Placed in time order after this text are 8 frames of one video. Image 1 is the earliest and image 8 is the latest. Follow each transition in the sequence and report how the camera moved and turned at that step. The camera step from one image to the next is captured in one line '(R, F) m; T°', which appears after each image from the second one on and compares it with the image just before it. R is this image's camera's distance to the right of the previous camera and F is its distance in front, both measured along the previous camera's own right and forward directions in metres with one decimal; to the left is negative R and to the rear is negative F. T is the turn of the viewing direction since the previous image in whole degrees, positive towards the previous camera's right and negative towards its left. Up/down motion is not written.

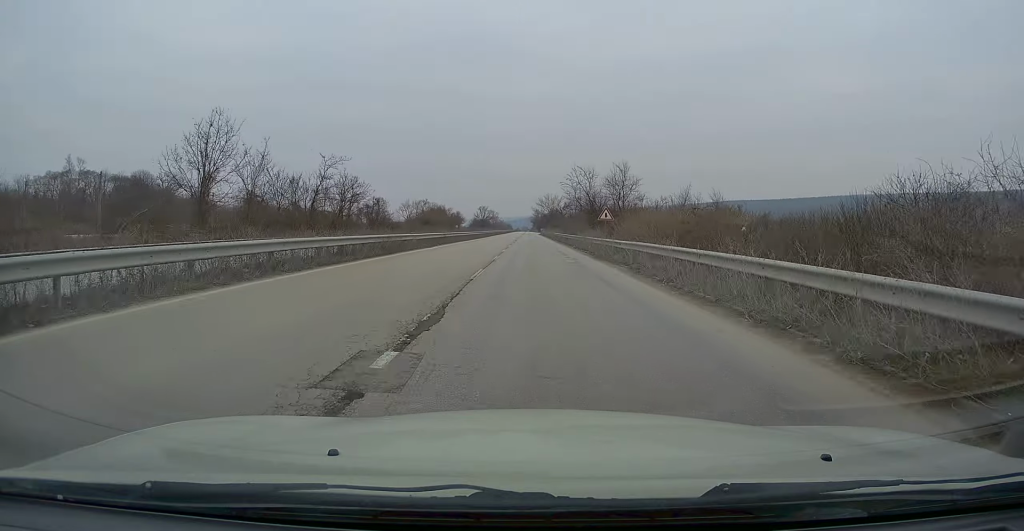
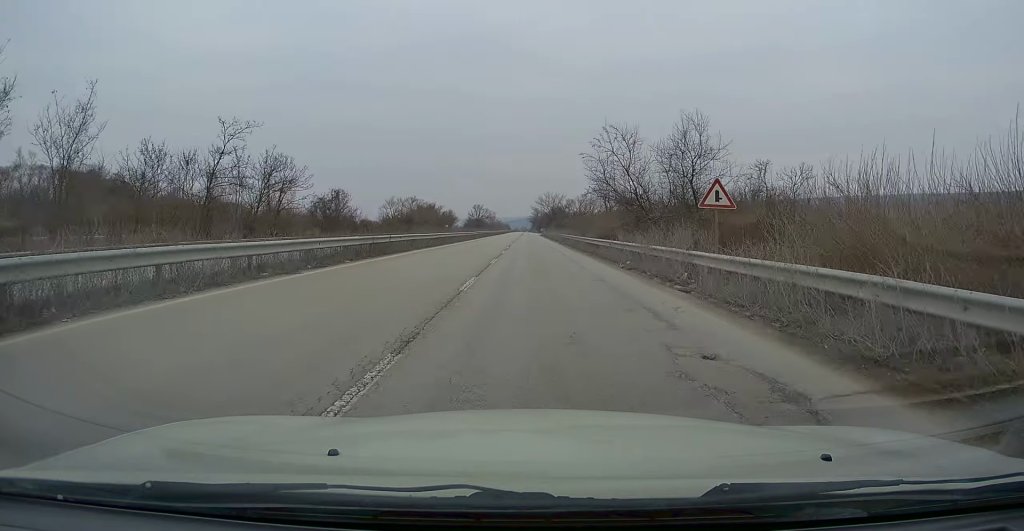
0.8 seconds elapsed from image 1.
(-0.1, +20.2) m; -1°
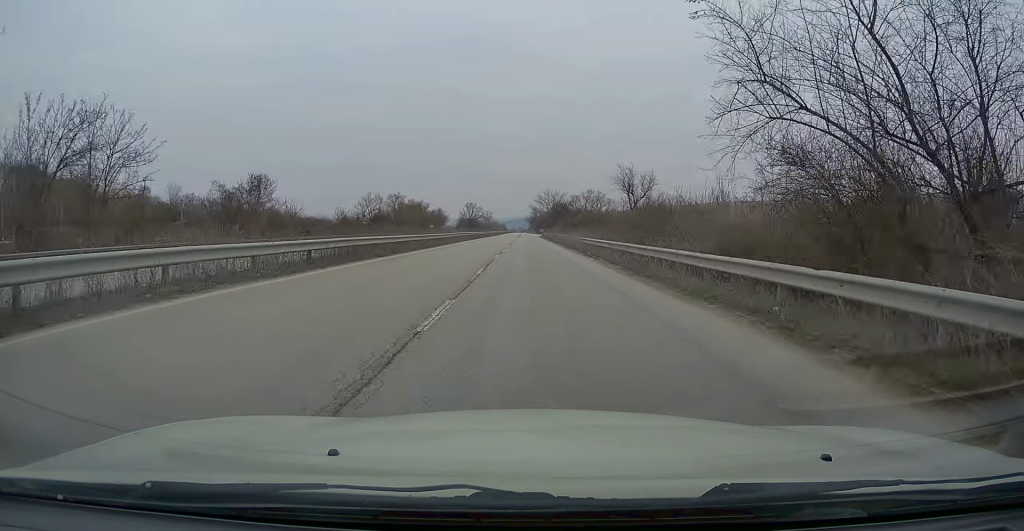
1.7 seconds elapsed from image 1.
(-0.1, +22.6) m; 0°
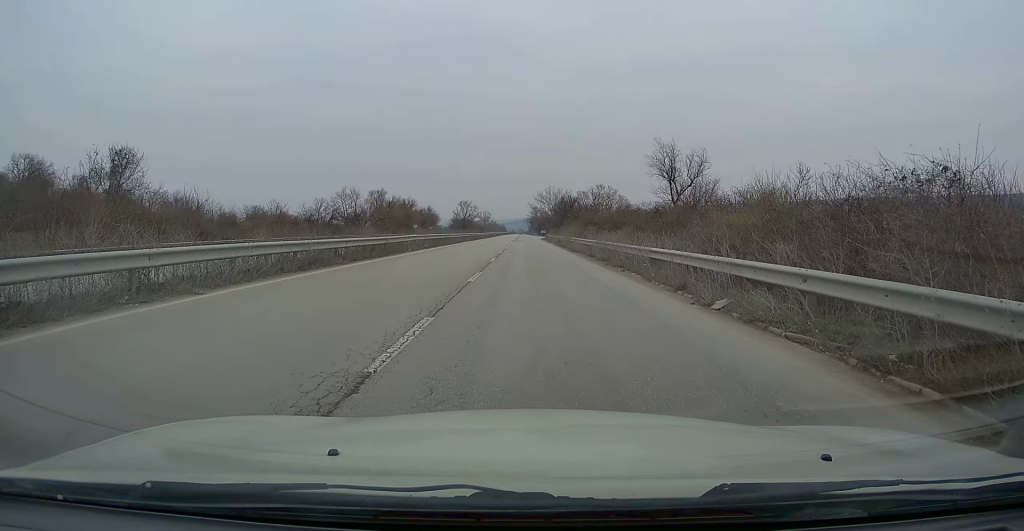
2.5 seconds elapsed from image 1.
(+0.1, +20.0) m; +1°
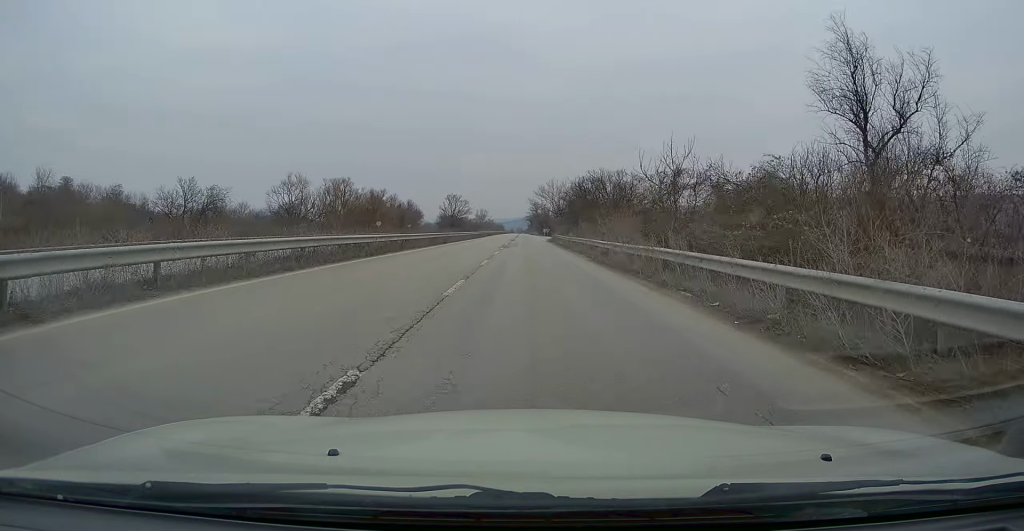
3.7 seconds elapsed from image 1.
(+0.4, +29.2) m; 0°
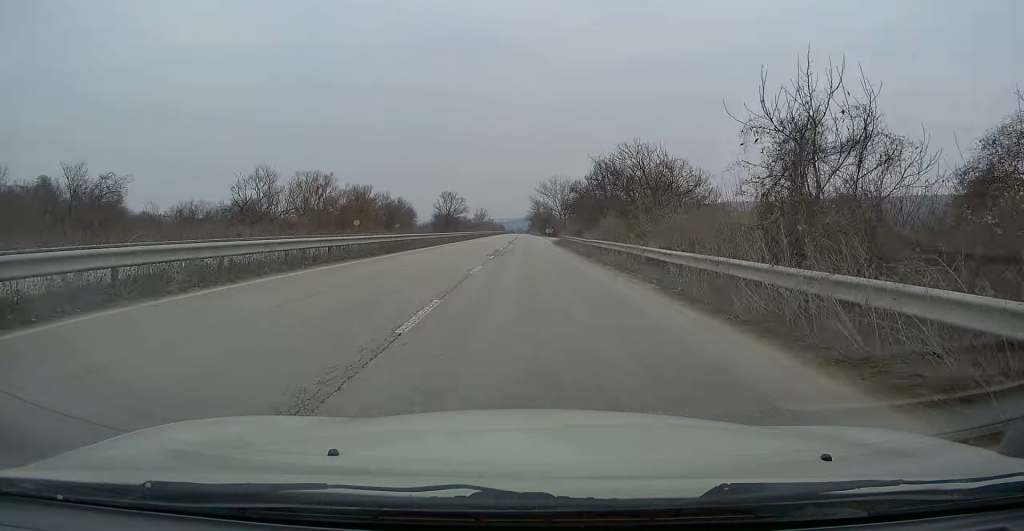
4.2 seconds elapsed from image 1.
(-0.1, +12.5) m; 0°
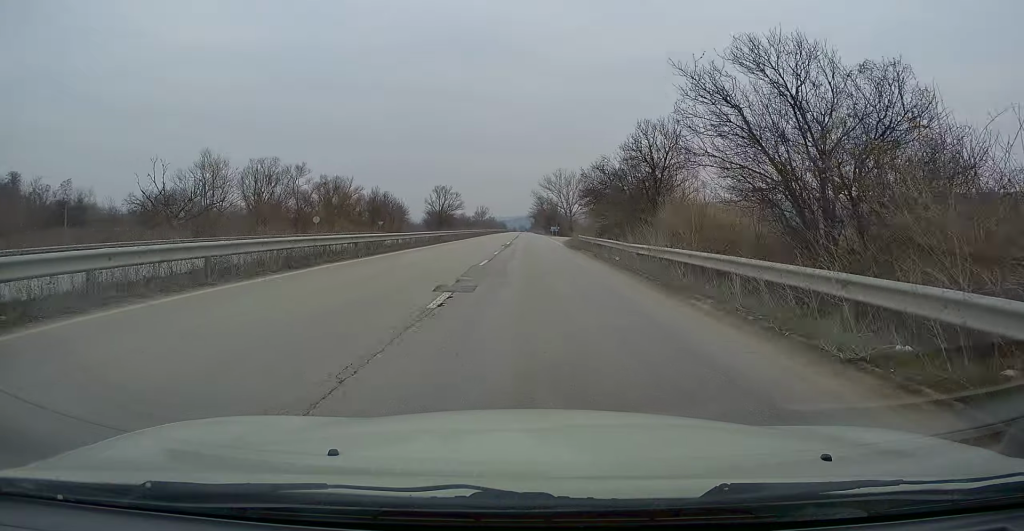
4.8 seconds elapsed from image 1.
(-0.2, +15.8) m; 0°
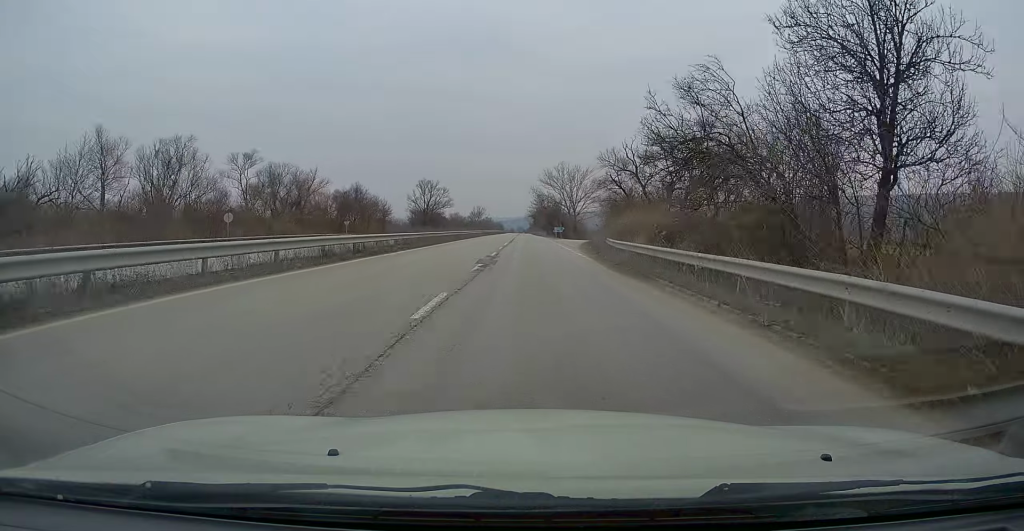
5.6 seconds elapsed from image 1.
(+0.1, +19.1) m; 0°
